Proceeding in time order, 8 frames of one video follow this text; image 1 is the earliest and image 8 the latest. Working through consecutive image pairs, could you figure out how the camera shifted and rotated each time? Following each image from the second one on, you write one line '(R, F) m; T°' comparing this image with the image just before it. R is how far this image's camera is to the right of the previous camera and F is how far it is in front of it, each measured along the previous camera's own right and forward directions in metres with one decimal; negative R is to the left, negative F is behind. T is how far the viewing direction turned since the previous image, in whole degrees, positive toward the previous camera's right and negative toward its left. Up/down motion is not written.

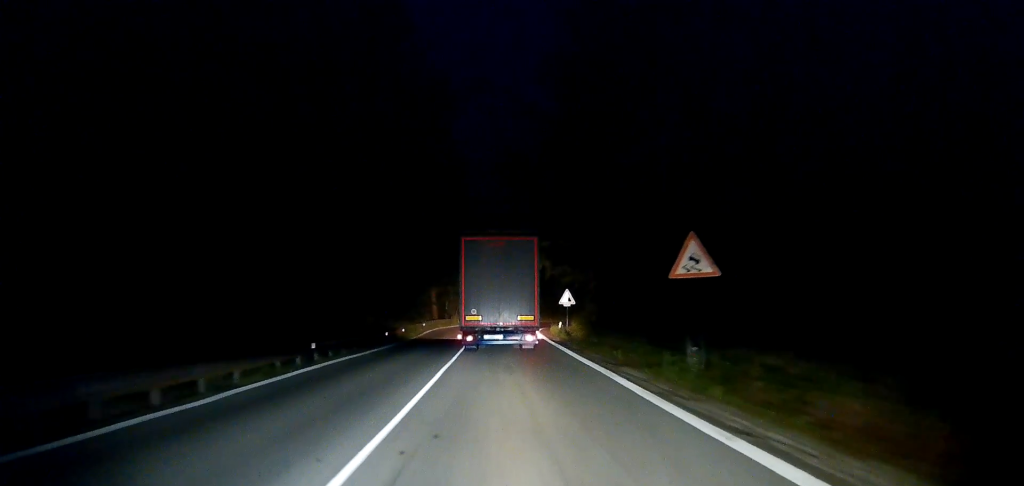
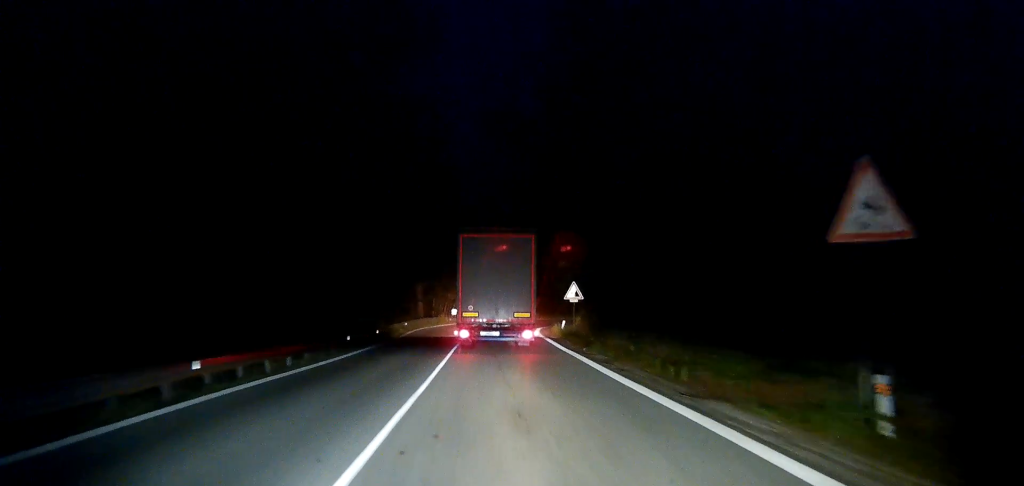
(+0.1, +8.6) m; 0°
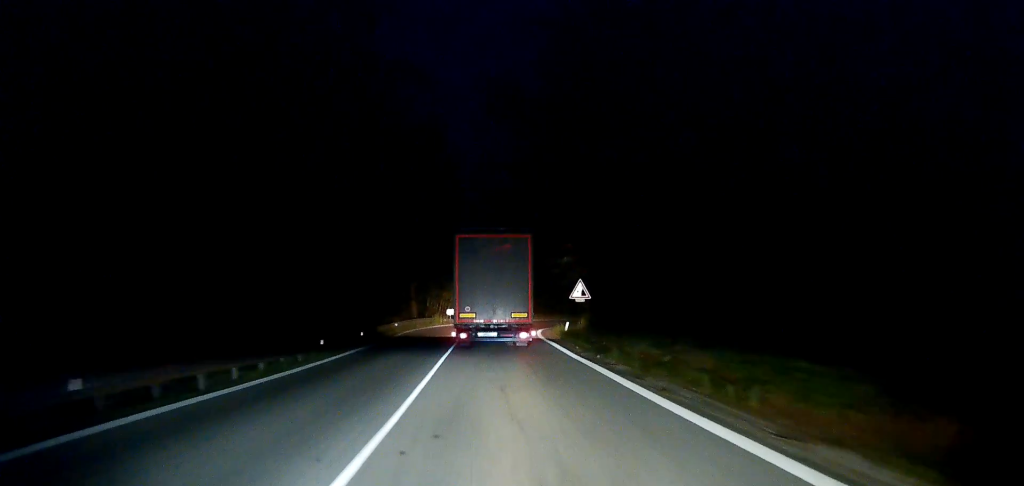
(0.0, +4.3) m; 0°
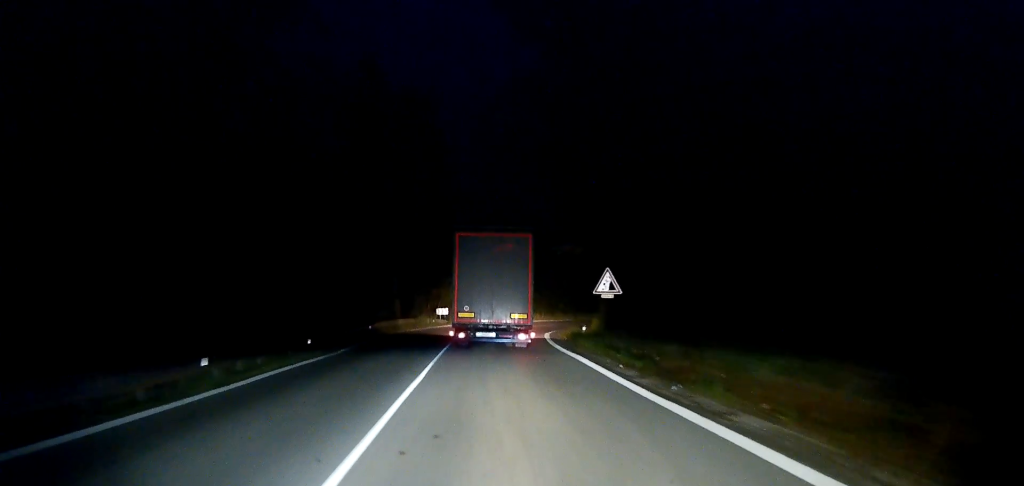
(-0.1, +10.4) m; 0°
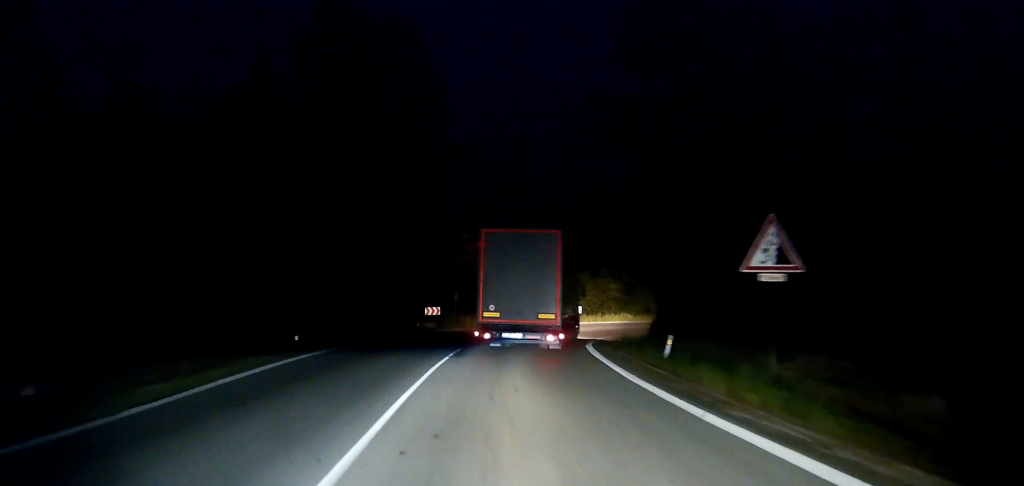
(0.0, +17.7) m; 0°
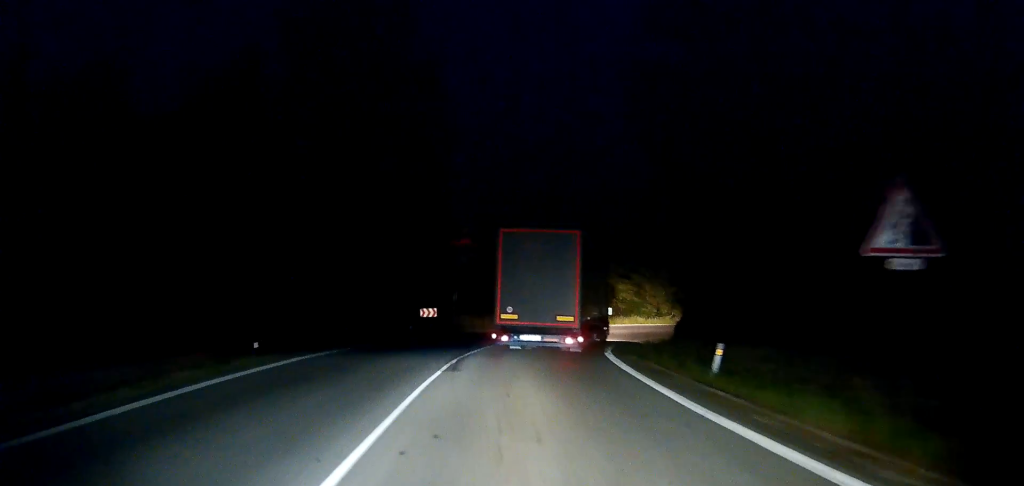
(0.0, +4.7) m; 0°
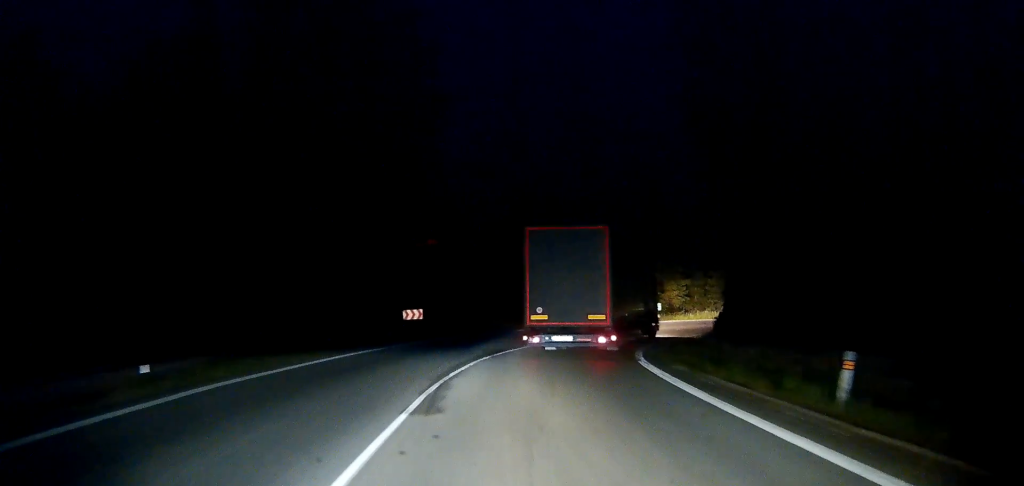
(0.0, +6.9) m; +1°
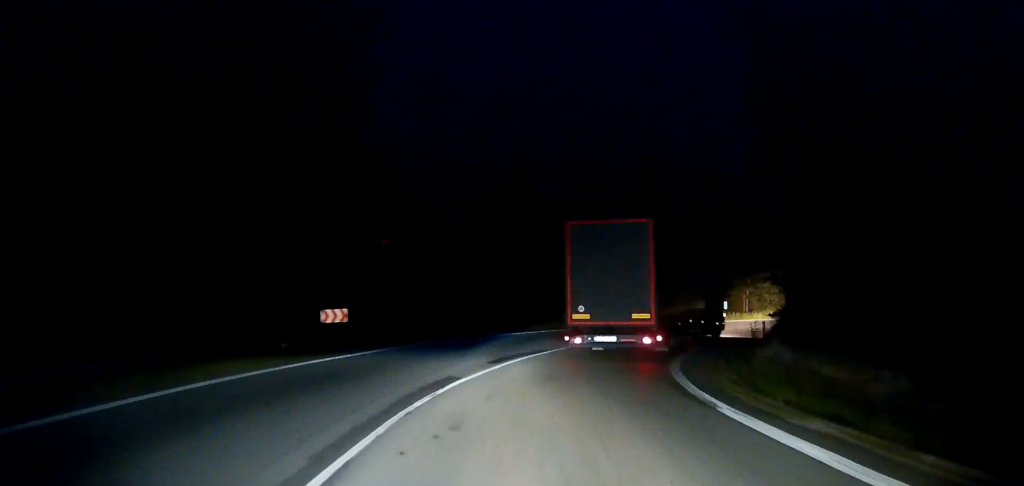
(+0.2, +10.5) m; +4°
